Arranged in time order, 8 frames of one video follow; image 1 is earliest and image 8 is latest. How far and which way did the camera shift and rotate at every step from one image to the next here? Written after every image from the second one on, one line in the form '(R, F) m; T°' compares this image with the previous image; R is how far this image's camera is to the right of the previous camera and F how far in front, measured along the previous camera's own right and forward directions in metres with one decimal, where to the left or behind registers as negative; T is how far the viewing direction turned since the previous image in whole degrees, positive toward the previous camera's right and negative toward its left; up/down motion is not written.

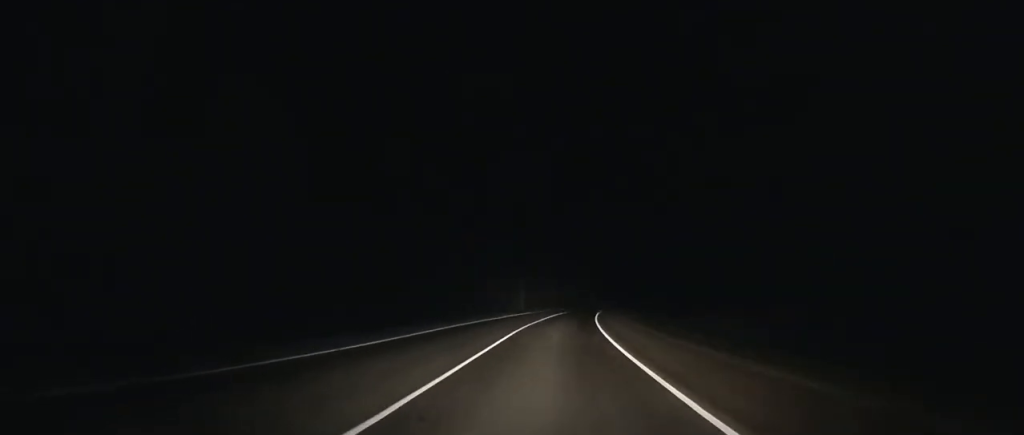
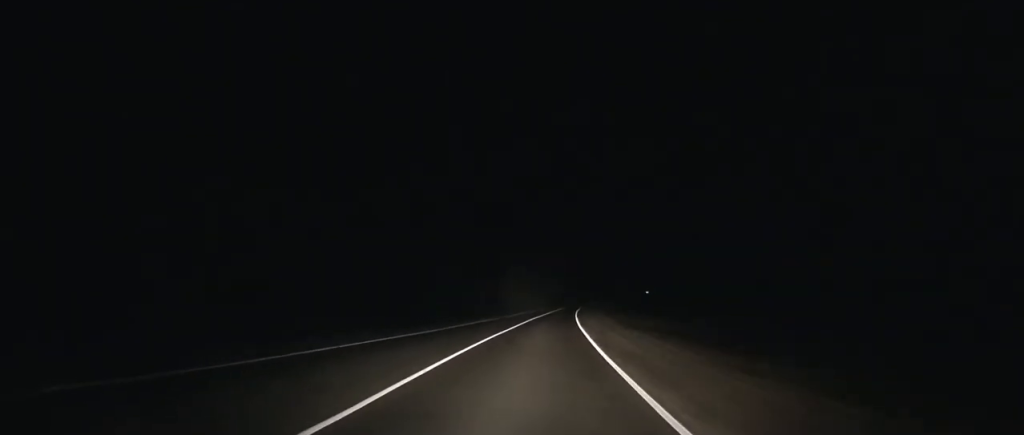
(+7.6, +96.0) m; +9°
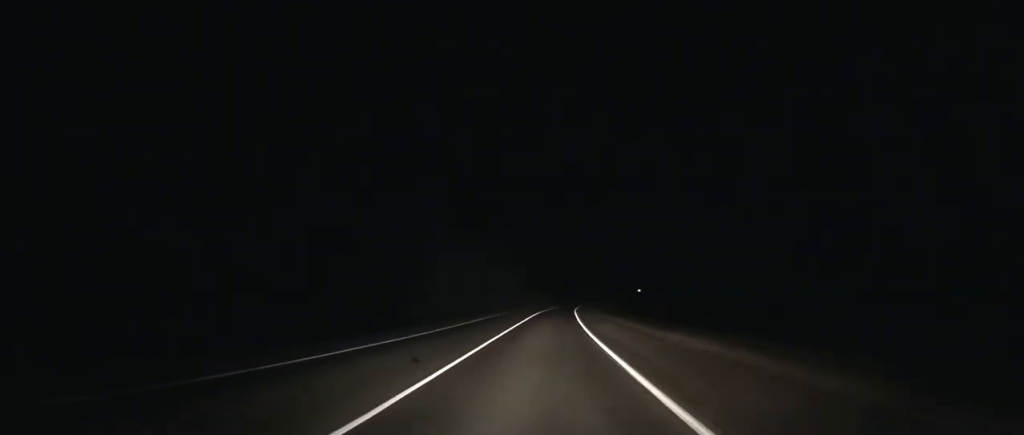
(+2.1, +58.9) m; +3°
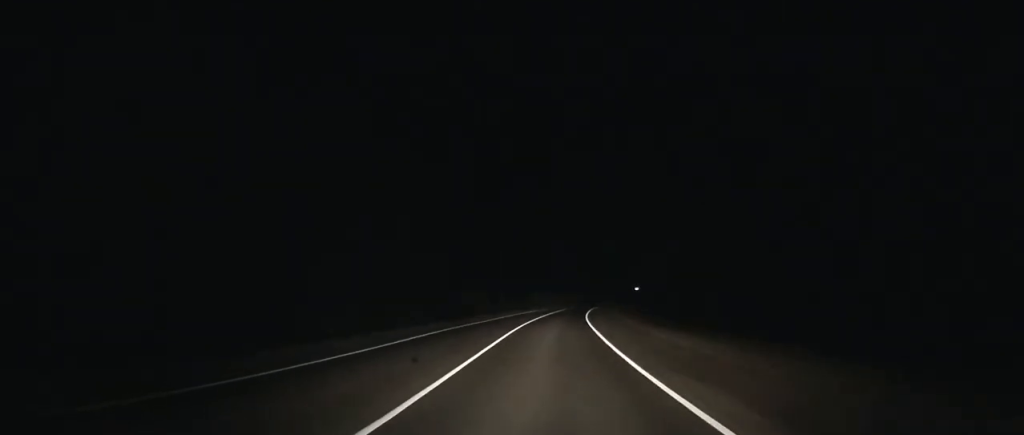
(+2.3, +70.5) m; +4°
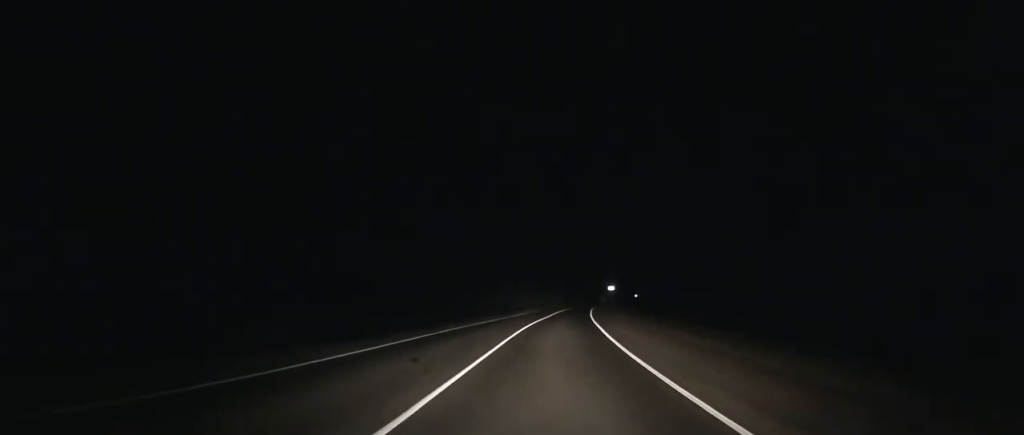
(+3.4, +74.9) m; +5°
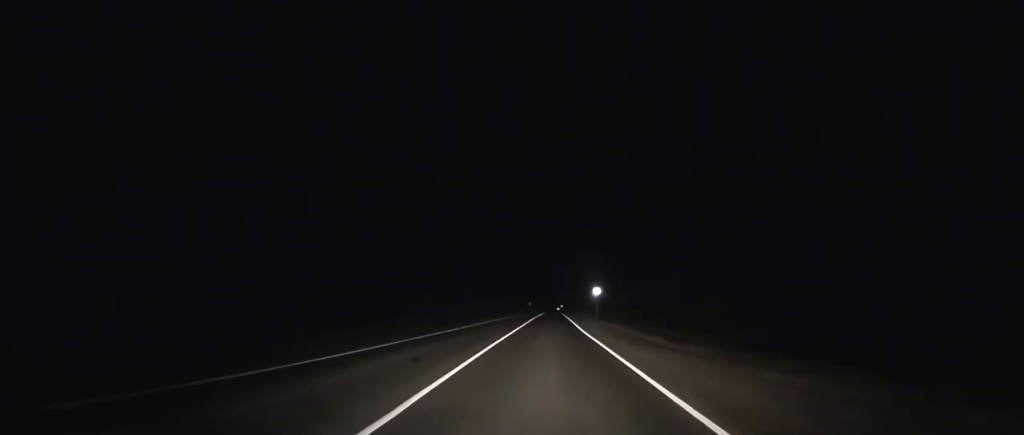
(+17.5, +175.1) m; +10°
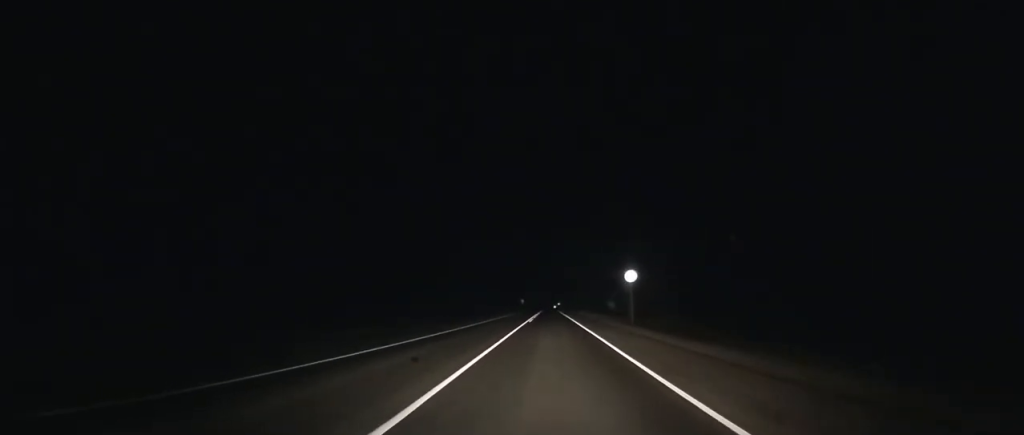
(+0.4, +33.2) m; +1°
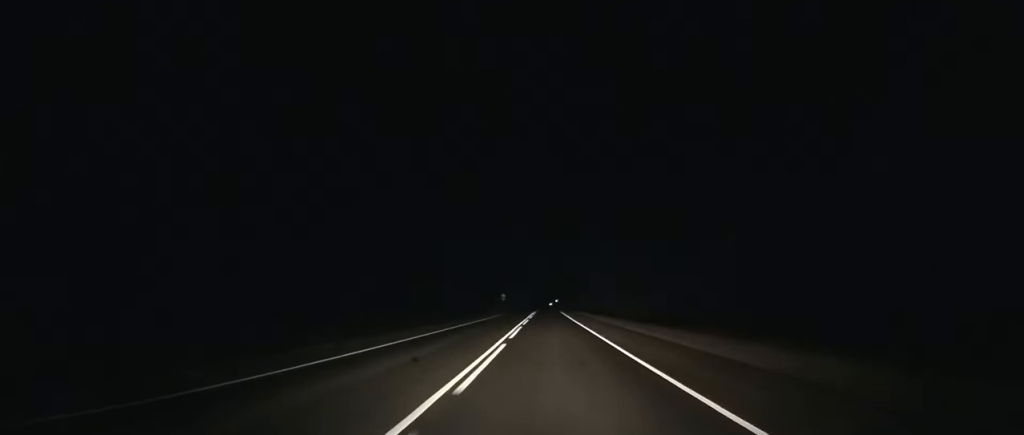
(+0.5, +68.7) m; +1°
